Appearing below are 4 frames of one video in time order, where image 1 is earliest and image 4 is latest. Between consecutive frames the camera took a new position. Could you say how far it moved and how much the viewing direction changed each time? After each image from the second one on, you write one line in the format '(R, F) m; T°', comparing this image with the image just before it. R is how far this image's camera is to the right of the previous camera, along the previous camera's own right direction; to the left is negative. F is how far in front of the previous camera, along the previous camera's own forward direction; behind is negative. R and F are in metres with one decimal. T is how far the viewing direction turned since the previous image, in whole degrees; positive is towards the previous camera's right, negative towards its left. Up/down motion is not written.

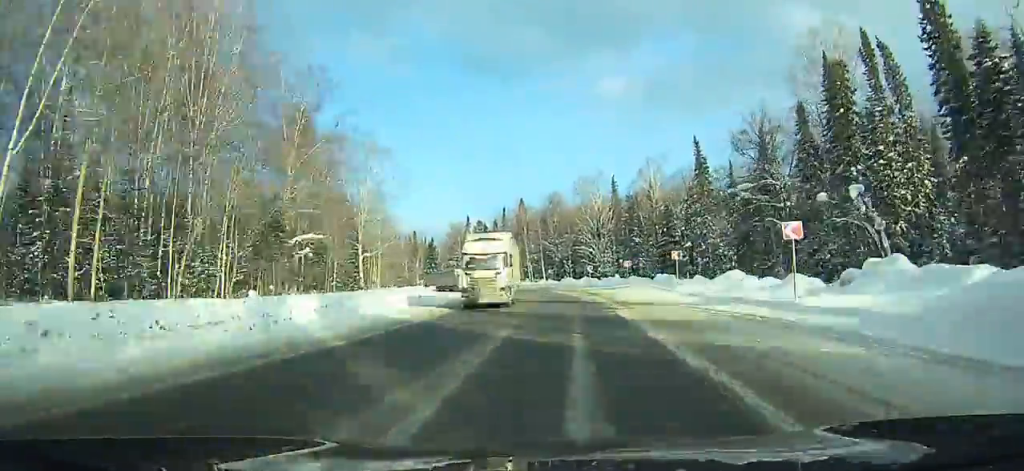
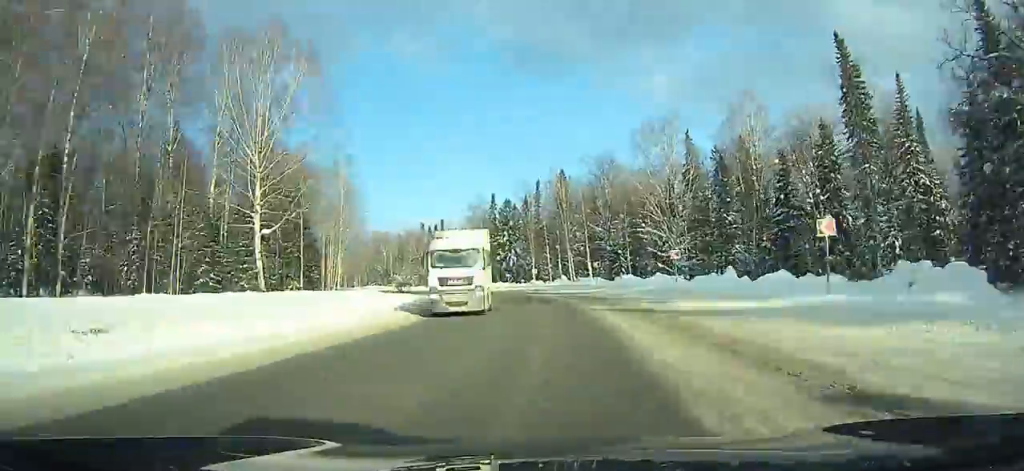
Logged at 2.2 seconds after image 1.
(-1.4, +40.8) m; -6°
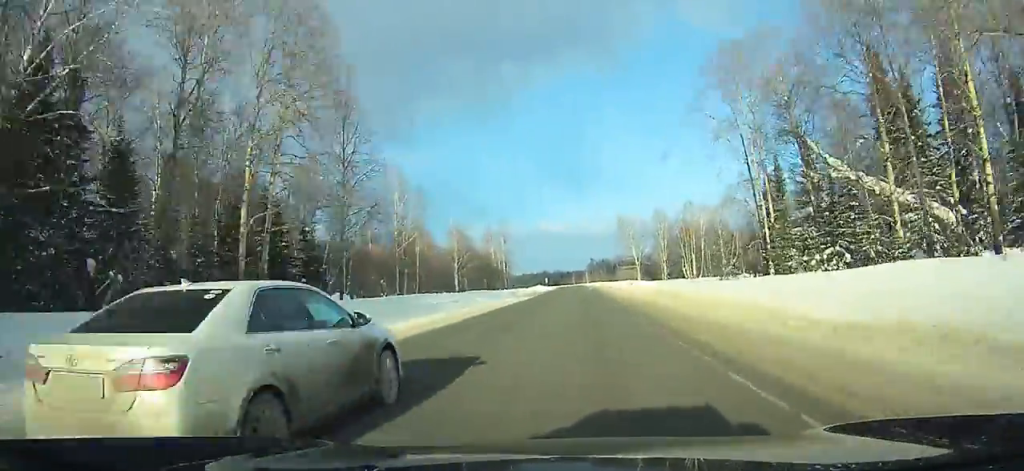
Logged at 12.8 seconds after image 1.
(-63.2, +185.6) m; -28°
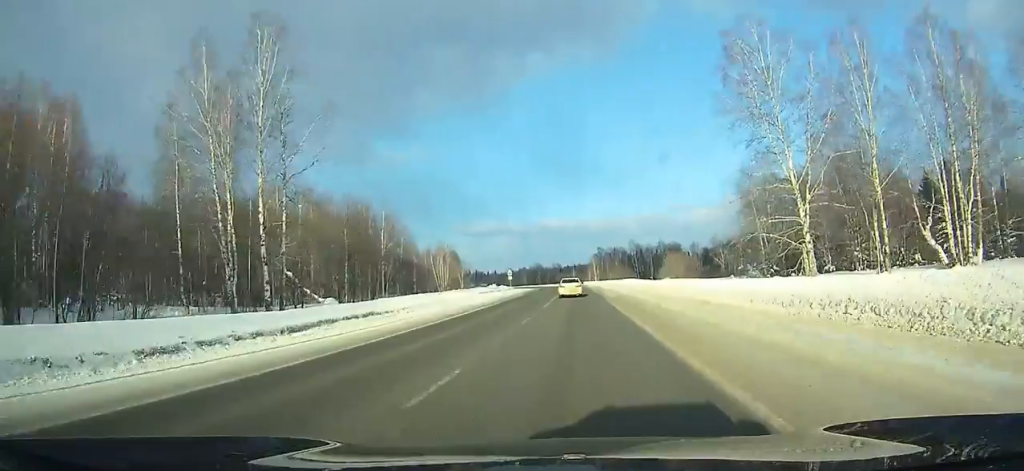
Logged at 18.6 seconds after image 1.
(-0.8, +124.2) m; -1°
